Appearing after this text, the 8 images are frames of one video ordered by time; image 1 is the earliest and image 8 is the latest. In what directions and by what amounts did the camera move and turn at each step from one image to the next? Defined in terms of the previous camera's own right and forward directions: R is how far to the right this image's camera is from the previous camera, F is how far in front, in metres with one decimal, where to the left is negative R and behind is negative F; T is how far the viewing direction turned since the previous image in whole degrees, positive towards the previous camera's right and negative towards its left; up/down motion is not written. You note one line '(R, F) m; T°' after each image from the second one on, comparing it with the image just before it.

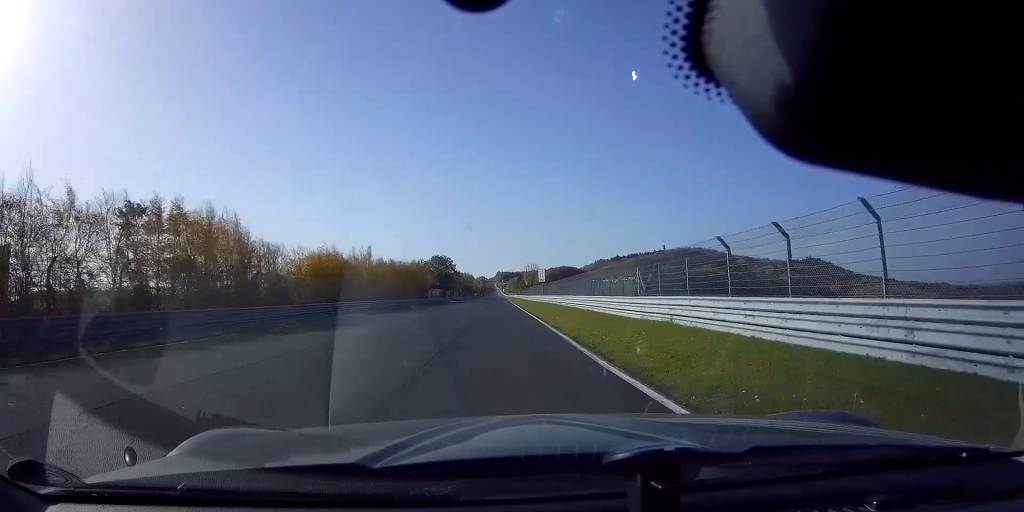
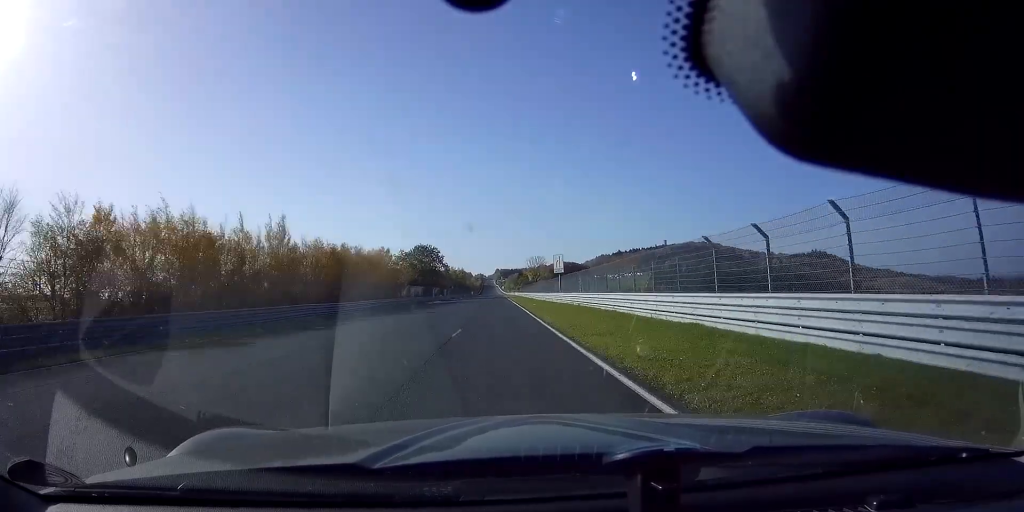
(-0.1, +26.7) m; 0°
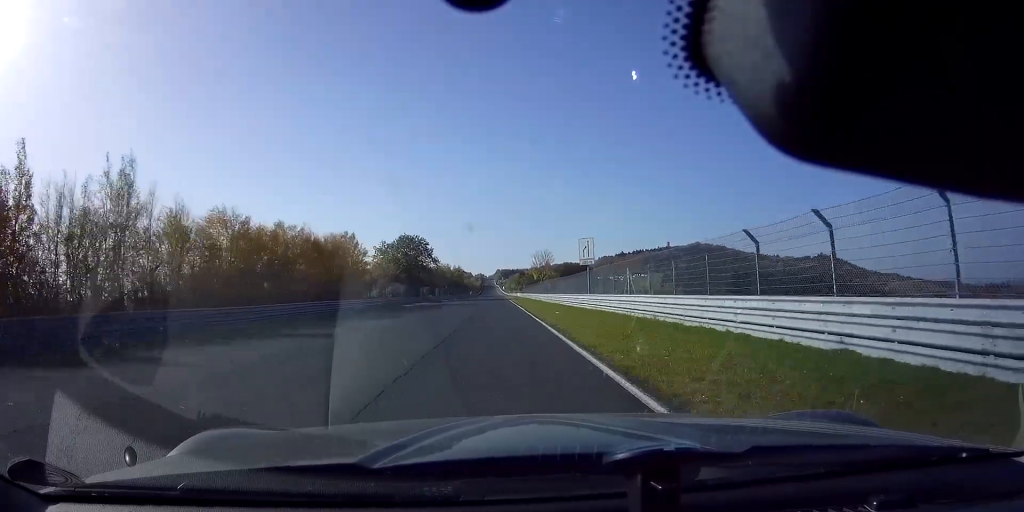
(-0.1, +19.0) m; 0°
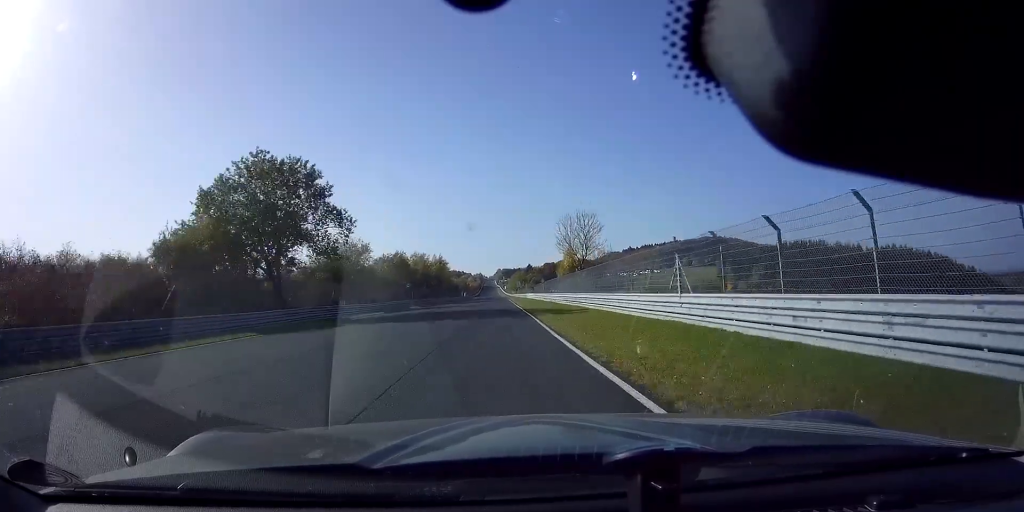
(+0.2, +57.9) m; 0°
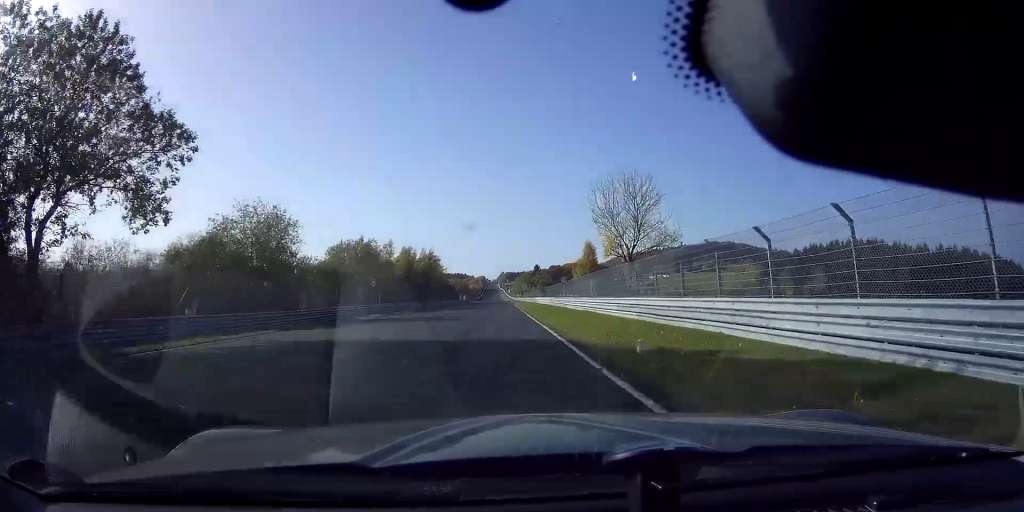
(+0.2, +23.8) m; 0°
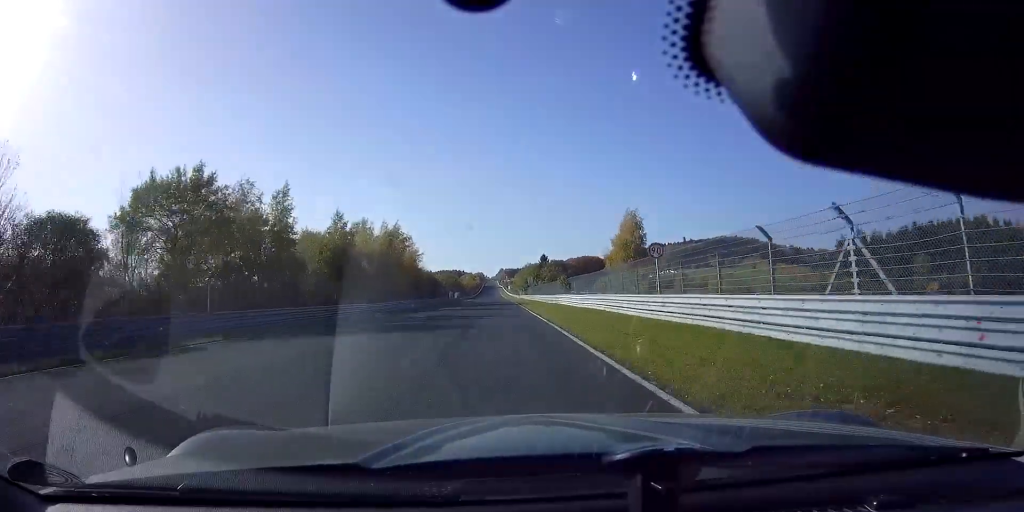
(-0.4, +35.0) m; 0°
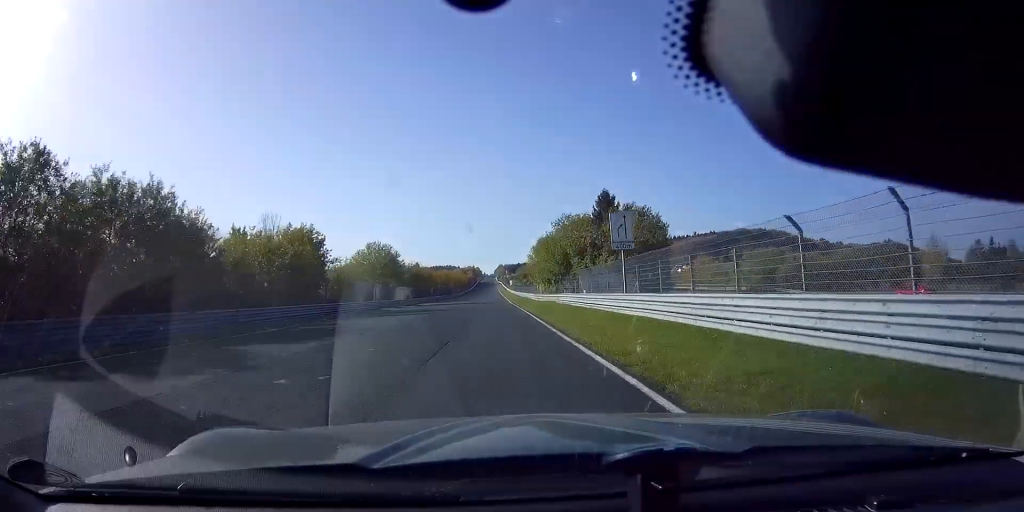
(+0.6, +94.7) m; 0°
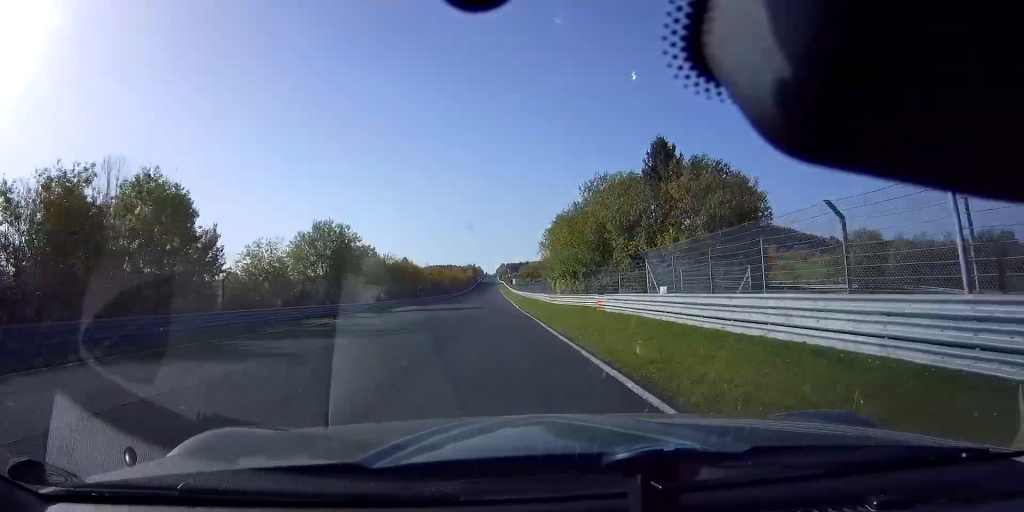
(0.0, +21.8) m; 0°
